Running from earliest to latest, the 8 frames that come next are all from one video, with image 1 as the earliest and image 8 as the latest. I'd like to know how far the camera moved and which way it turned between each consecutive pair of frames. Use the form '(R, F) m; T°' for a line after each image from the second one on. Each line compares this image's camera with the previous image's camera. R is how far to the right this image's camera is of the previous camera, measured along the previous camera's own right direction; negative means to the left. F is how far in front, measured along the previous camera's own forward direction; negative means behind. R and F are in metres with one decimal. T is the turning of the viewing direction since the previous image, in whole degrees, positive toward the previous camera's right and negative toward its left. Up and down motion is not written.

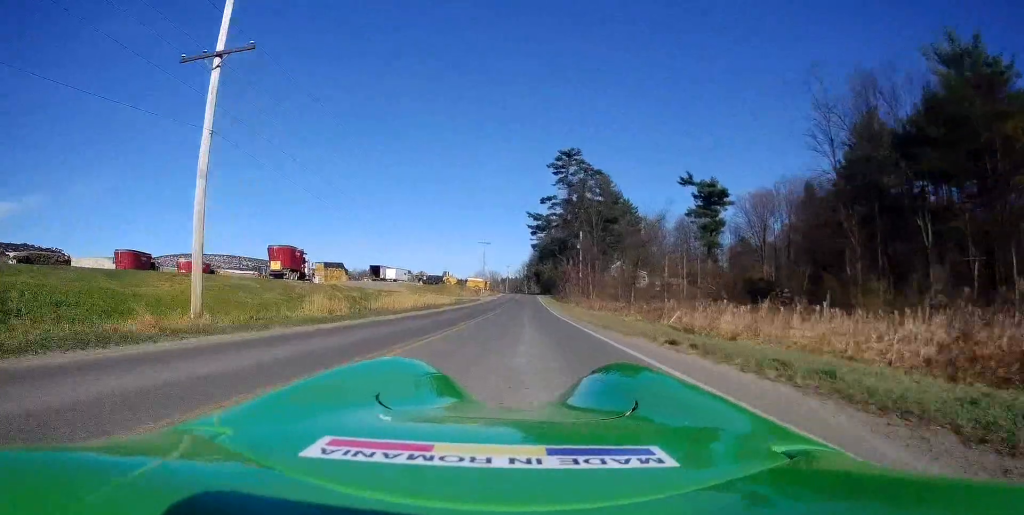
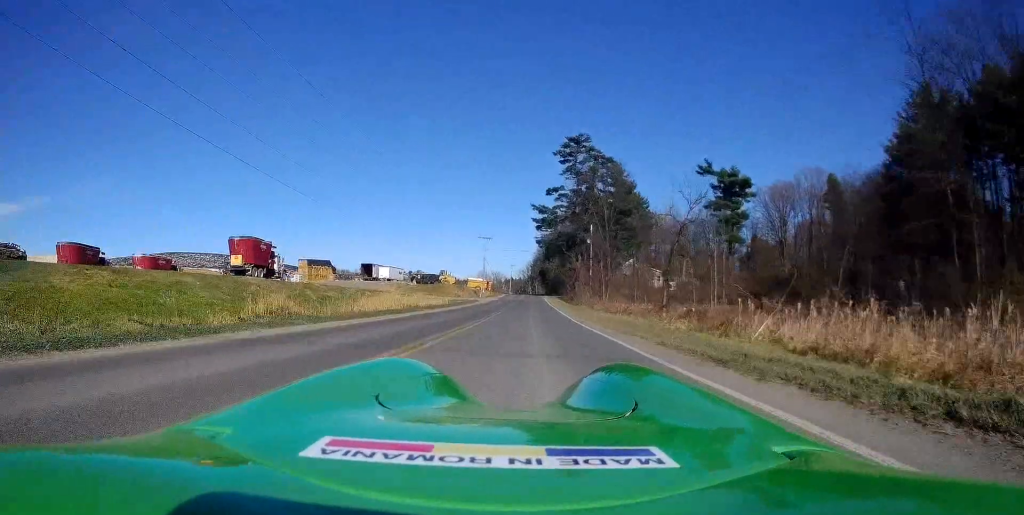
(-0.2, +10.7) m; -1°
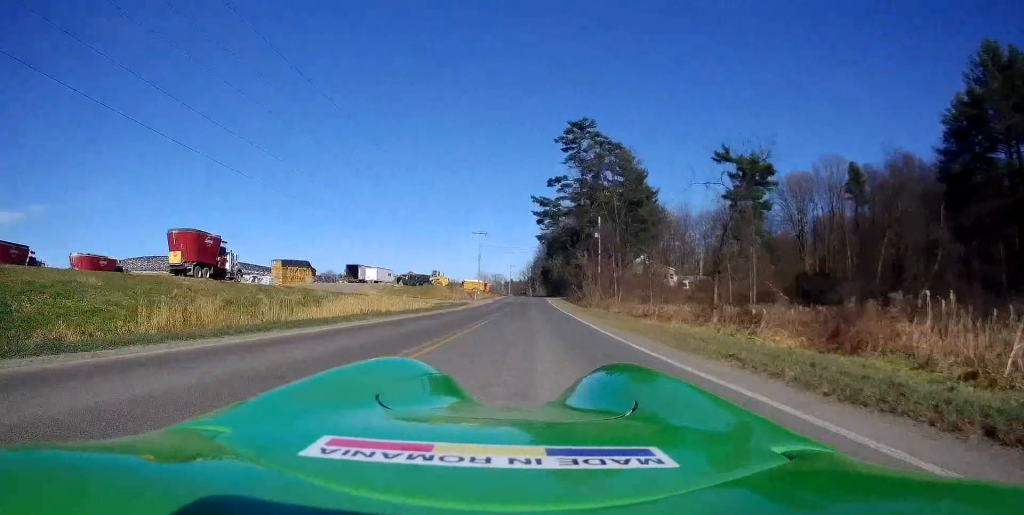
(-0.2, +10.5) m; 0°
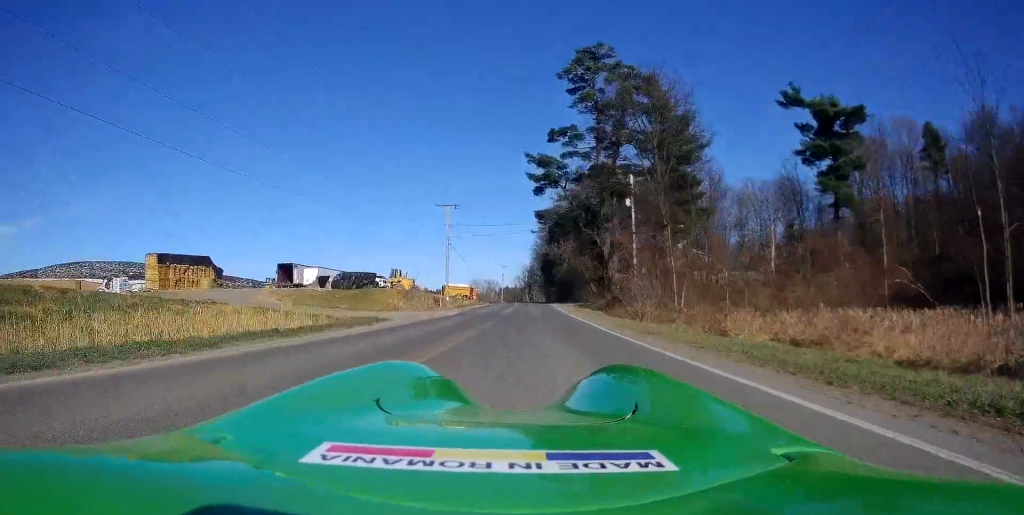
(+1.1, +30.8) m; +1°
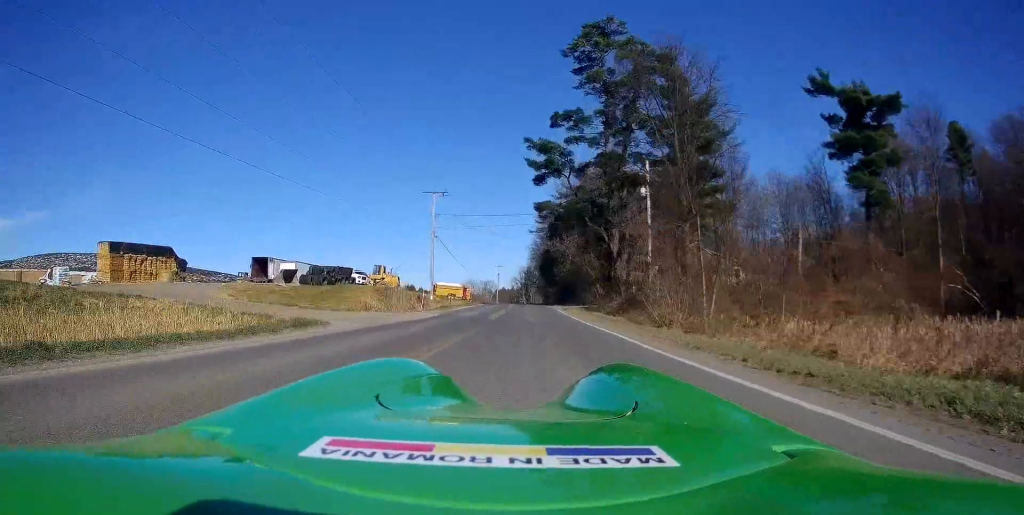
(+0.1, +7.3) m; -2°
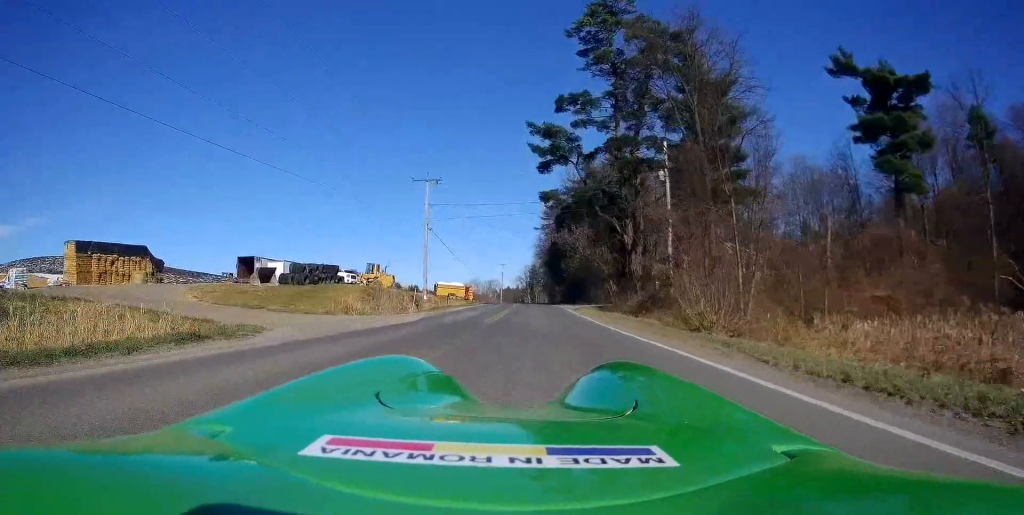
(-0.3, +5.5) m; +1°
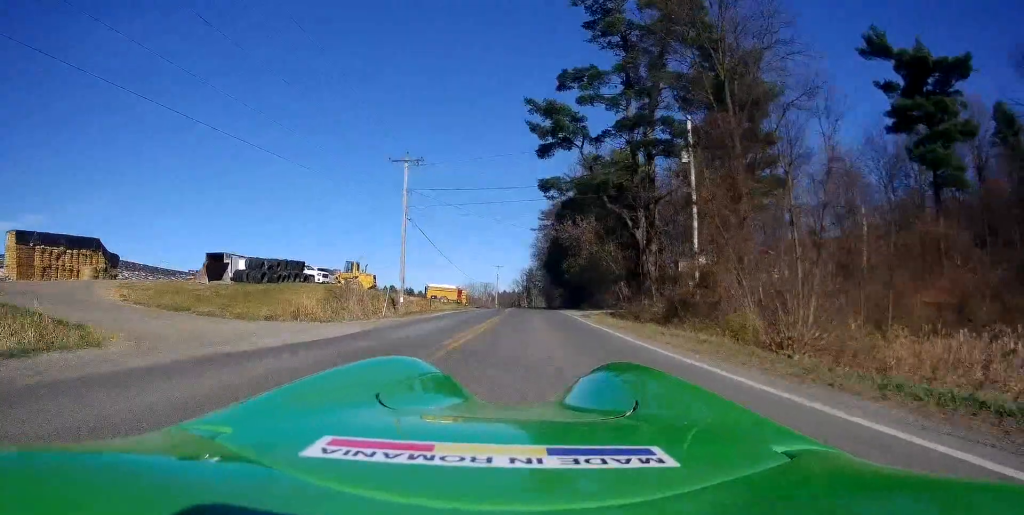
(-0.4, +7.1) m; +1°
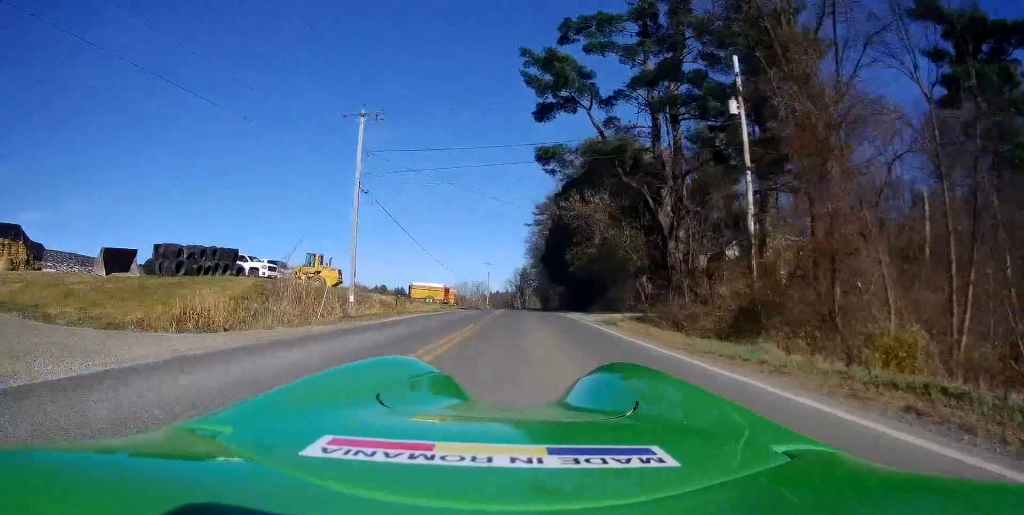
(+0.6, +9.1) m; +2°
